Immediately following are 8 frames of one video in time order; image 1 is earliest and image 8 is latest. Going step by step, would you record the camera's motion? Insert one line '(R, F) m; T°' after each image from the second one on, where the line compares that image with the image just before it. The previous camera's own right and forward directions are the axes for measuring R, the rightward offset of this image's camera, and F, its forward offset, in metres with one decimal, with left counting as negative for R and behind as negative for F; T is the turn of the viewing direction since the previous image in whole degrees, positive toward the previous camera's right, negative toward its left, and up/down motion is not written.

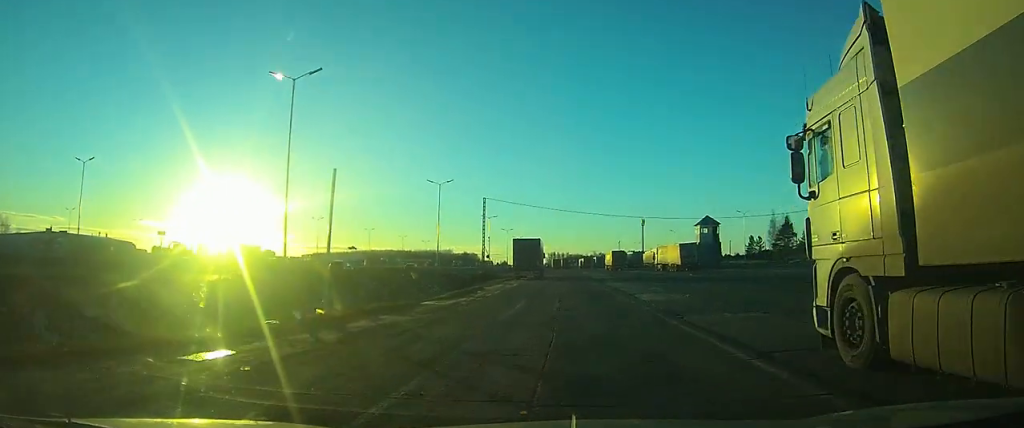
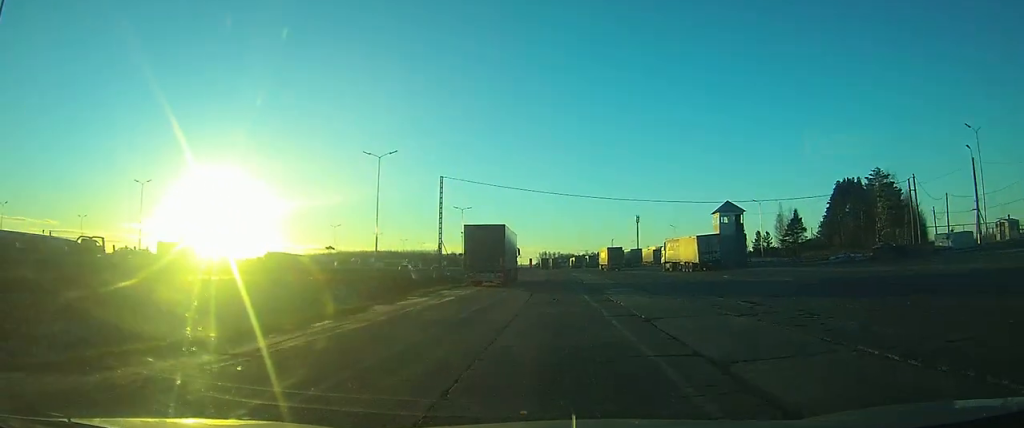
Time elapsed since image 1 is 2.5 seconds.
(+1.8, +16.8) m; +6°
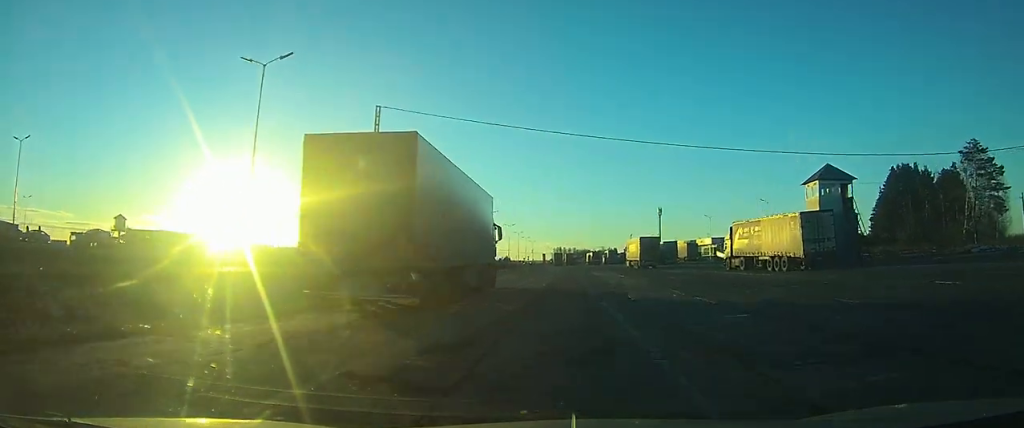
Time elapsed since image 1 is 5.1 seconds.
(-0.7, +22.0) m; -3°
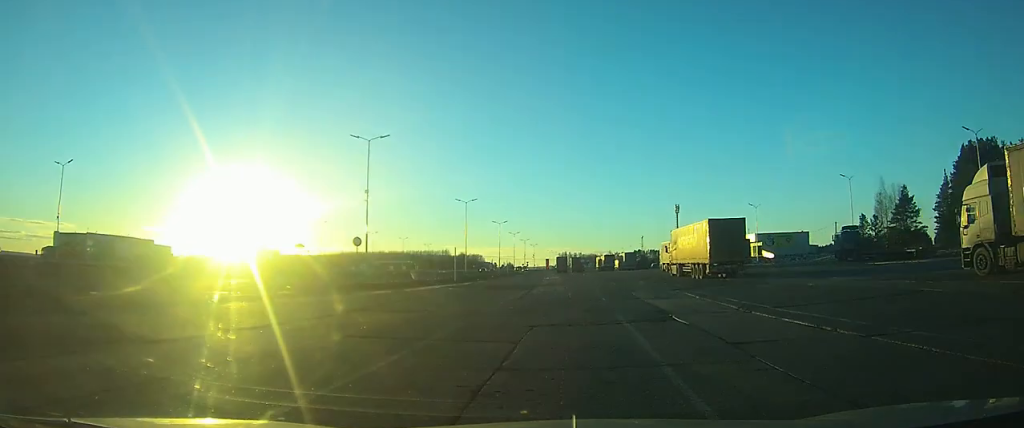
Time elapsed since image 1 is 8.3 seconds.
(-0.6, +35.6) m; -1°
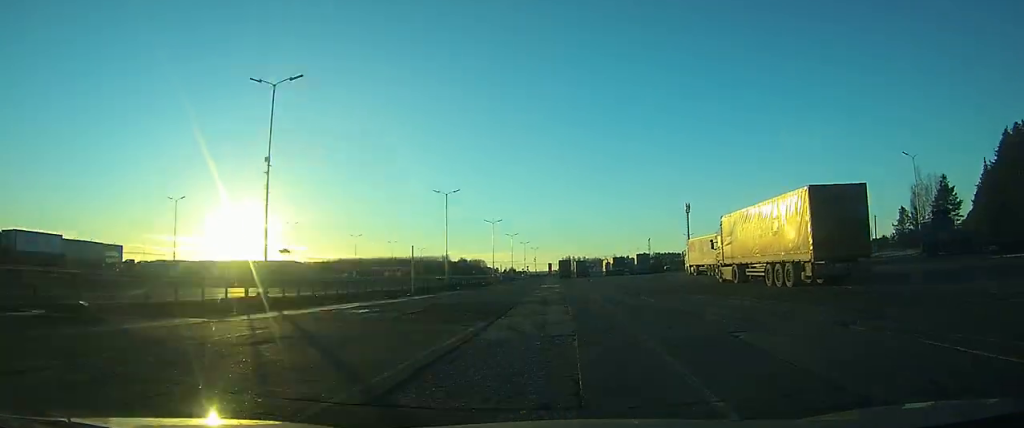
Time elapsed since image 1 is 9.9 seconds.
(0.0, +17.8) m; 0°
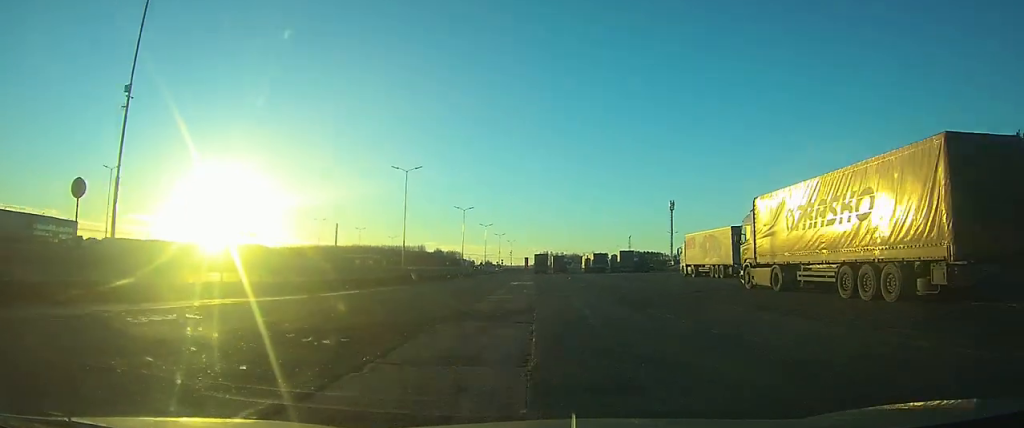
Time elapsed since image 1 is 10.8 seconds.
(0.0, +10.6) m; 0°
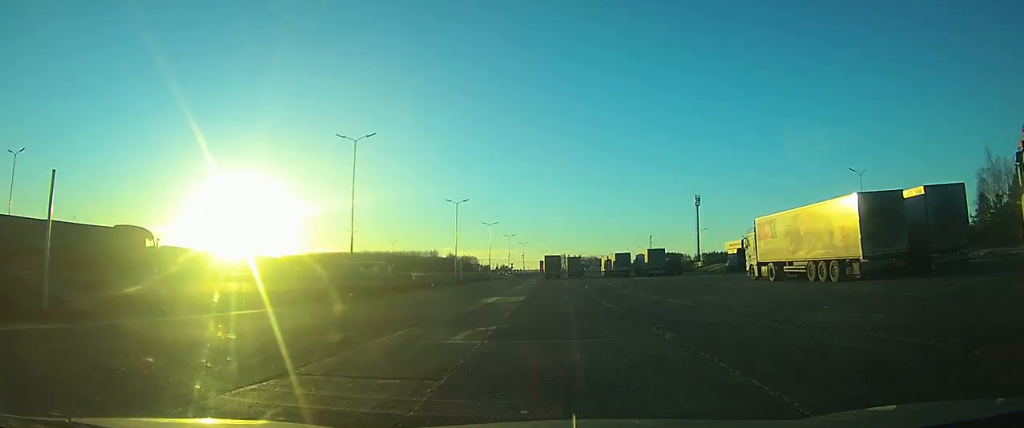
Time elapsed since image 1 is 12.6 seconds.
(0.0, +19.5) m; 0°
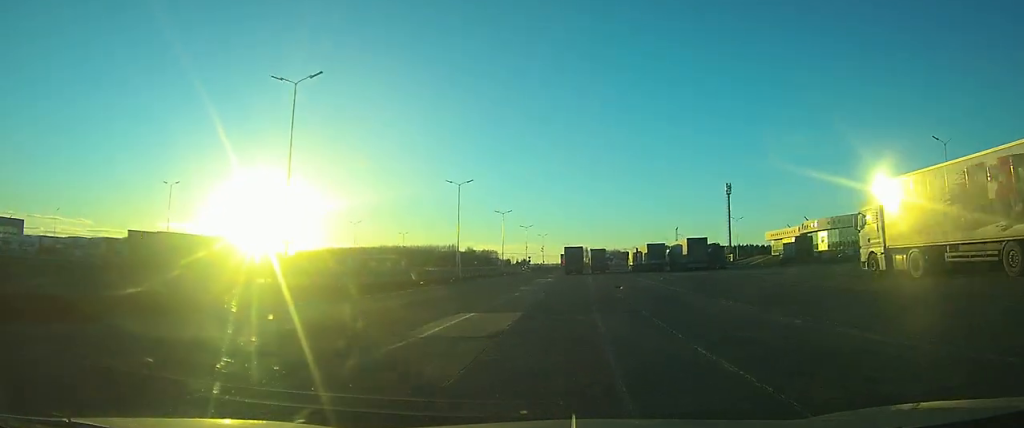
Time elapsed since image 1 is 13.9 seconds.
(0.0, +13.6) m; 0°
